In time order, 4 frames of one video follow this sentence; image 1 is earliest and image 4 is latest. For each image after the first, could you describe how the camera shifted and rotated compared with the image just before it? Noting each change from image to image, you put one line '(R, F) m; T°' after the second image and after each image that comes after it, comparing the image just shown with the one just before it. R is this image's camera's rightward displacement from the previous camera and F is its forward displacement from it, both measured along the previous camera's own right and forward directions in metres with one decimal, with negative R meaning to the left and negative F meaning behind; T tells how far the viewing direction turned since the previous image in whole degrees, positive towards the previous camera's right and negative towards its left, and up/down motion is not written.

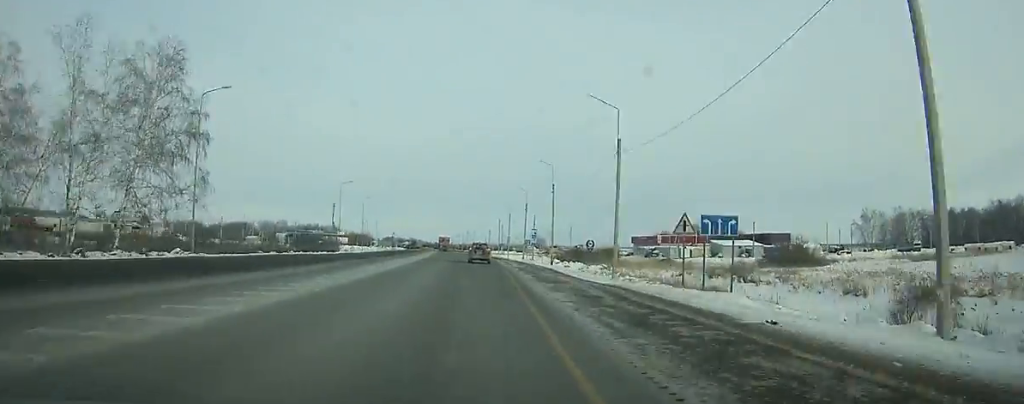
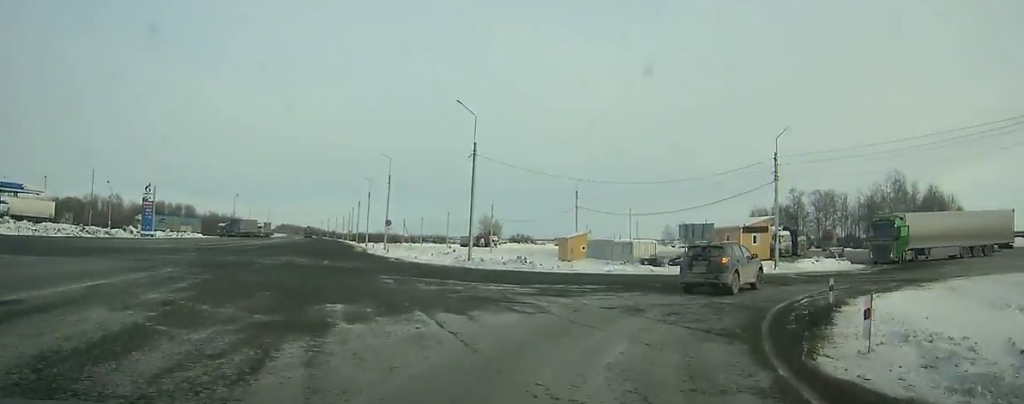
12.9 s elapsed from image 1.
(+0.7, +172.6) m; +25°
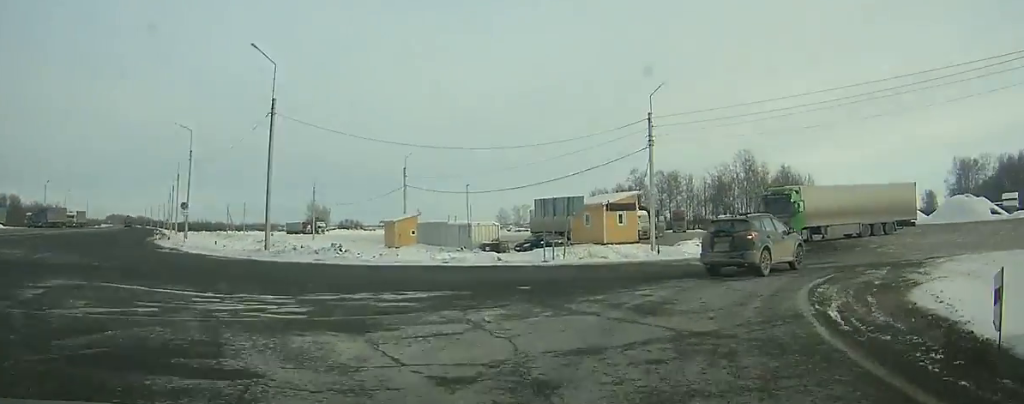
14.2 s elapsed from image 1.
(+1.4, +8.6) m; +16°
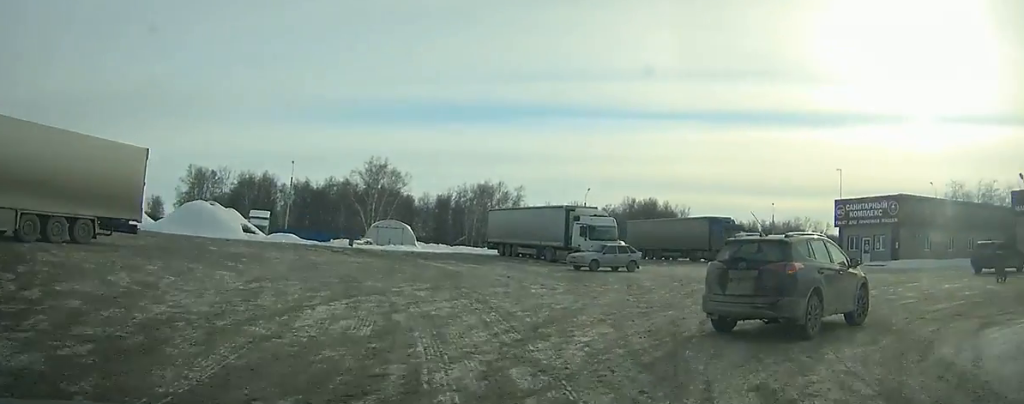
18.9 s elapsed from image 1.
(+13.7, +19.3) m; +75°
